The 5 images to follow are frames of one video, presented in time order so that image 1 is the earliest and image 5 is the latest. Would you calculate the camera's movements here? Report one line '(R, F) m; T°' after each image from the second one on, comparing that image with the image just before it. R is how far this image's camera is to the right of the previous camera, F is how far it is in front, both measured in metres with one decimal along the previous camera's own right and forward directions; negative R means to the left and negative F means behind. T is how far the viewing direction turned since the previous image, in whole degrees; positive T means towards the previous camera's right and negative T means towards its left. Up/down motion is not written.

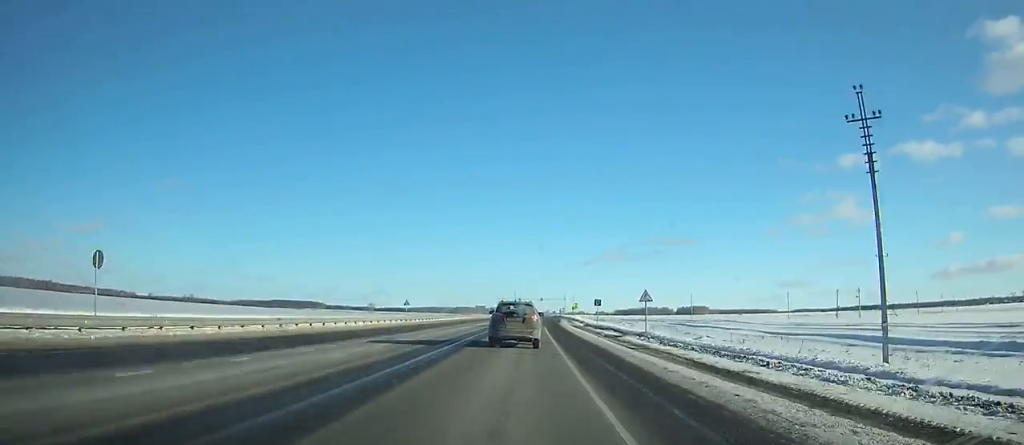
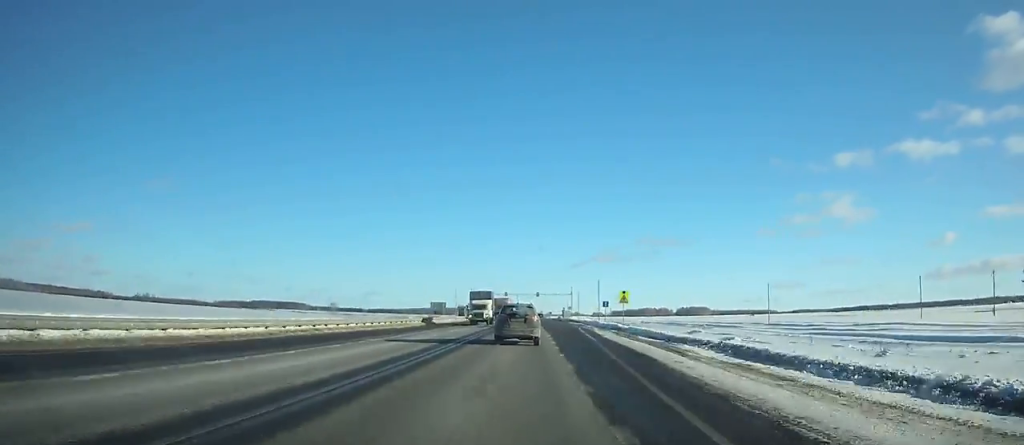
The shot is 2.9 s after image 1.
(+1.0, +71.6) m; +1°
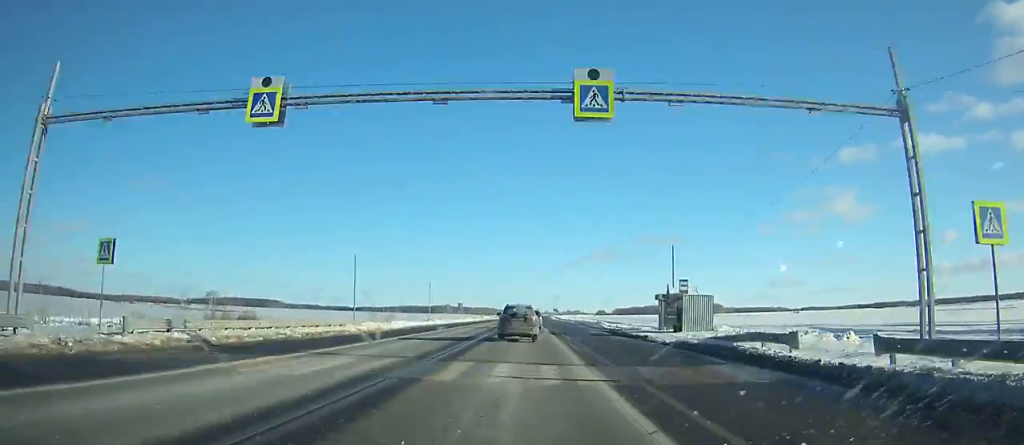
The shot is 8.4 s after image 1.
(+0.8, +138.3) m; +1°
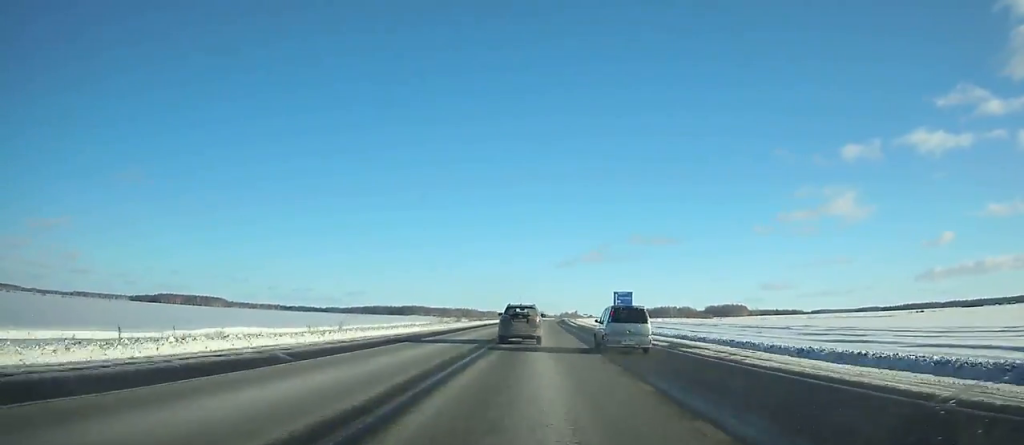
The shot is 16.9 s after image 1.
(+1.3, +223.9) m; +1°
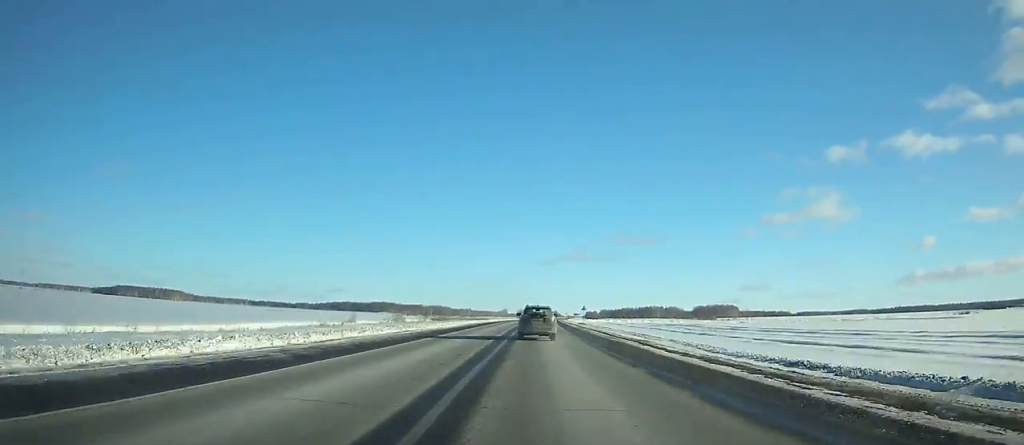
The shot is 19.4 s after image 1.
(+0.6, +69.8) m; +1°
